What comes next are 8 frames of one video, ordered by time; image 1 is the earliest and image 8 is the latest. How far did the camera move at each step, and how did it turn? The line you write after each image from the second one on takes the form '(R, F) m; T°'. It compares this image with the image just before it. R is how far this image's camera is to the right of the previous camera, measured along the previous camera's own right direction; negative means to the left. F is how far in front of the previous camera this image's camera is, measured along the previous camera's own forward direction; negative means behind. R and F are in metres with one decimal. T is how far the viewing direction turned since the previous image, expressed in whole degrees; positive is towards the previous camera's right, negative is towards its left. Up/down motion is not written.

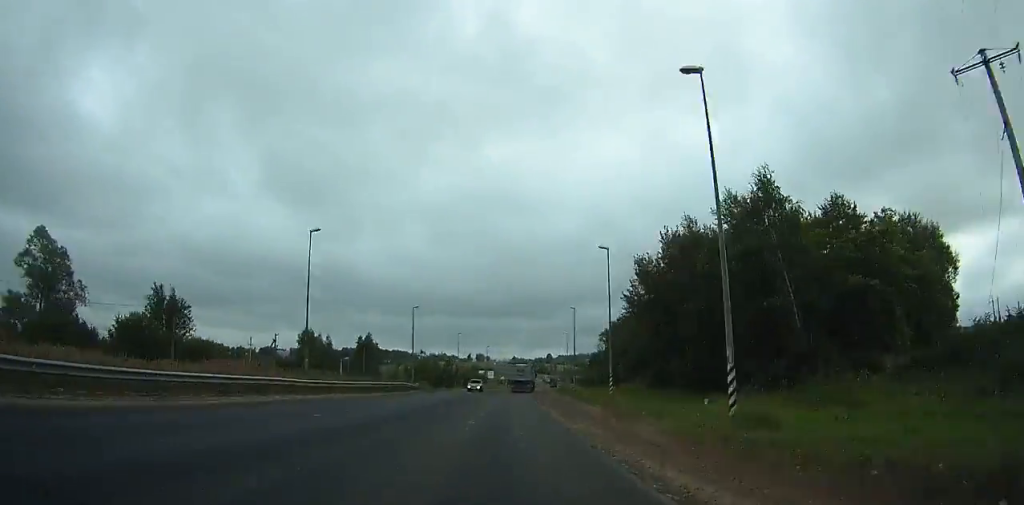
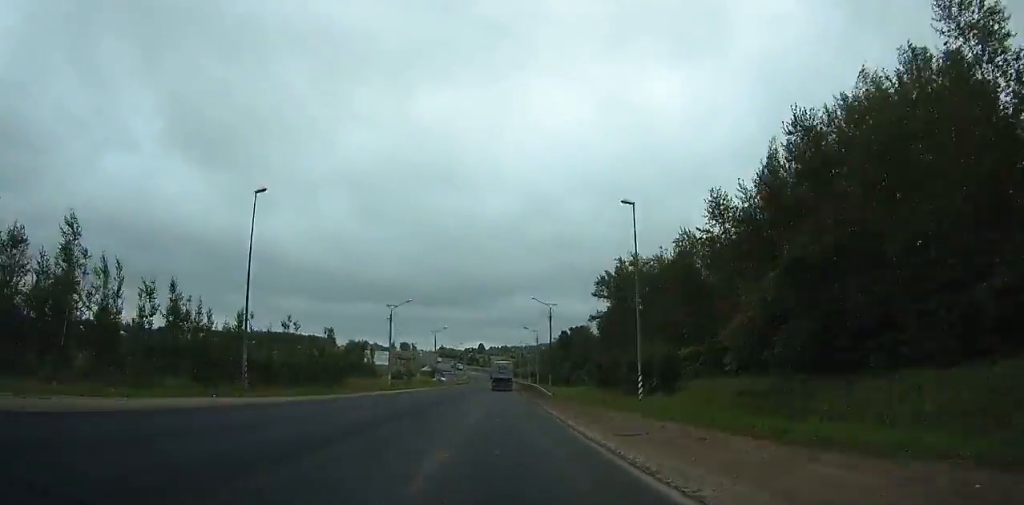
(+6.1, +113.0) m; +5°
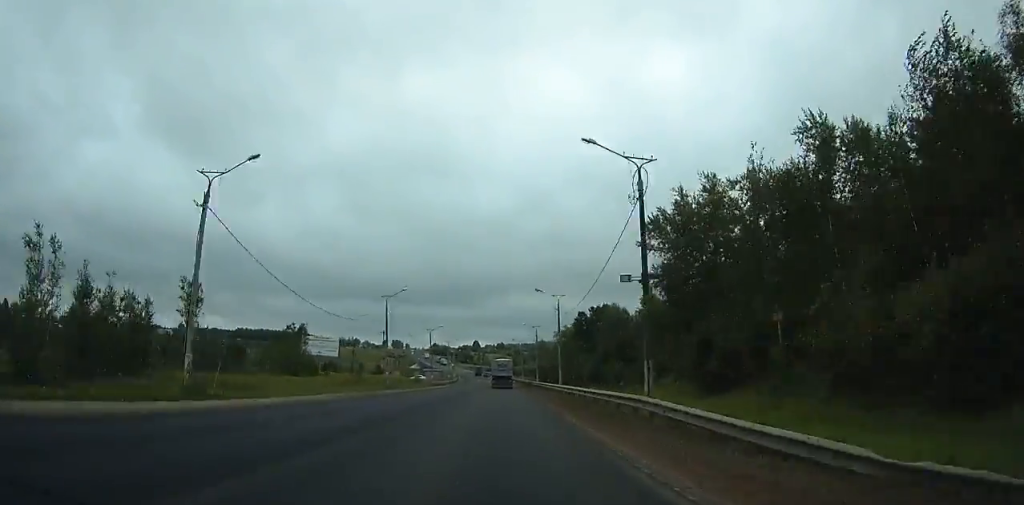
(+0.7, +43.2) m; +1°
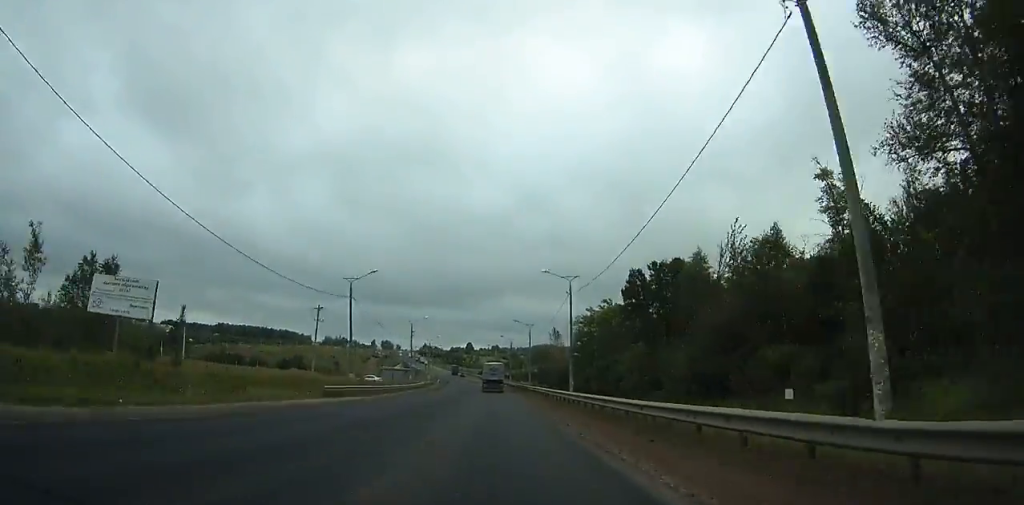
(+0.5, +52.4) m; 0°
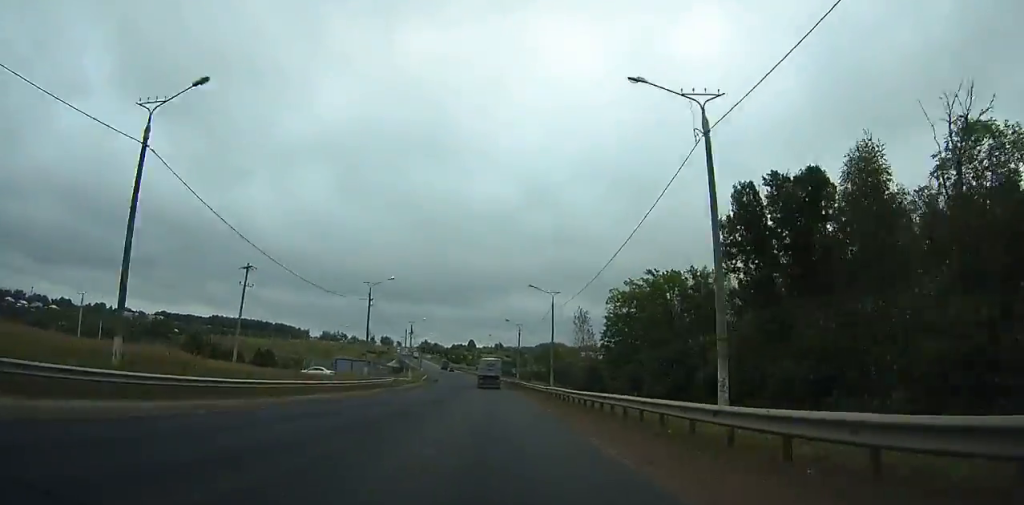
(0.0, +30.6) m; 0°
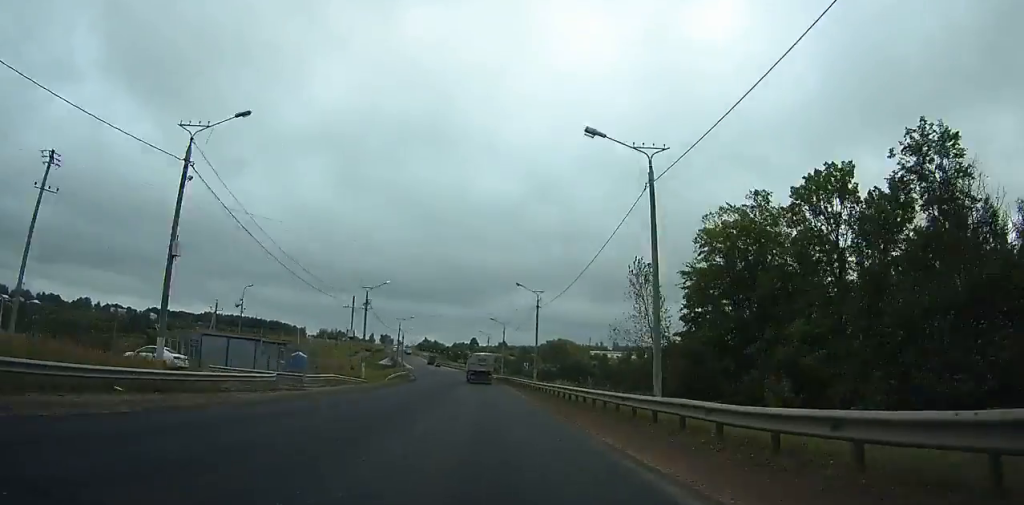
(+0.1, +35.1) m; -1°
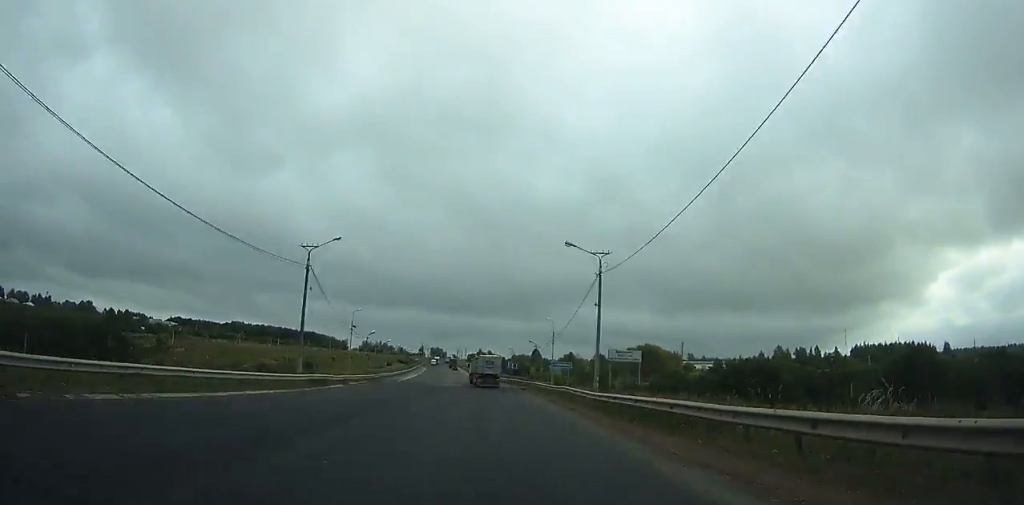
(-4.2, +97.1) m; -5°
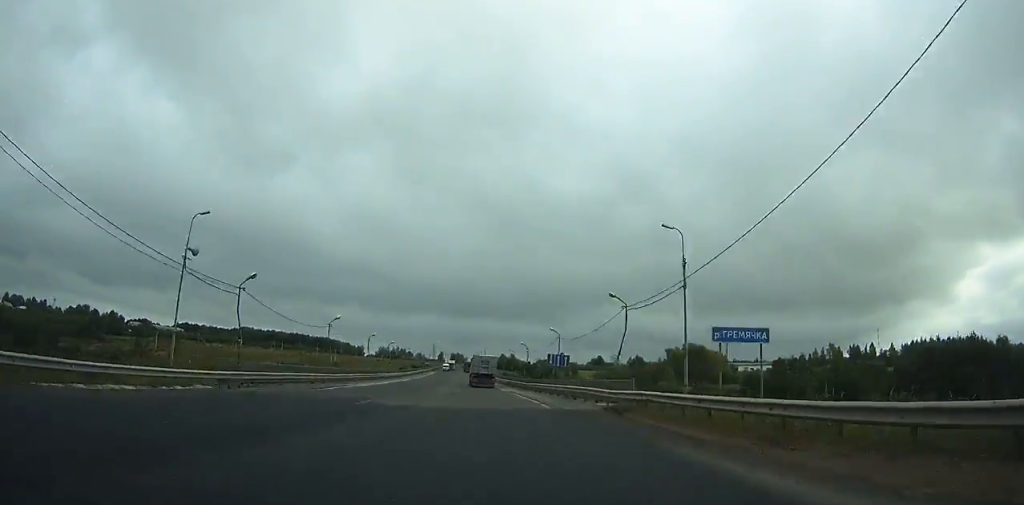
(-0.8, +40.0) m; -2°
